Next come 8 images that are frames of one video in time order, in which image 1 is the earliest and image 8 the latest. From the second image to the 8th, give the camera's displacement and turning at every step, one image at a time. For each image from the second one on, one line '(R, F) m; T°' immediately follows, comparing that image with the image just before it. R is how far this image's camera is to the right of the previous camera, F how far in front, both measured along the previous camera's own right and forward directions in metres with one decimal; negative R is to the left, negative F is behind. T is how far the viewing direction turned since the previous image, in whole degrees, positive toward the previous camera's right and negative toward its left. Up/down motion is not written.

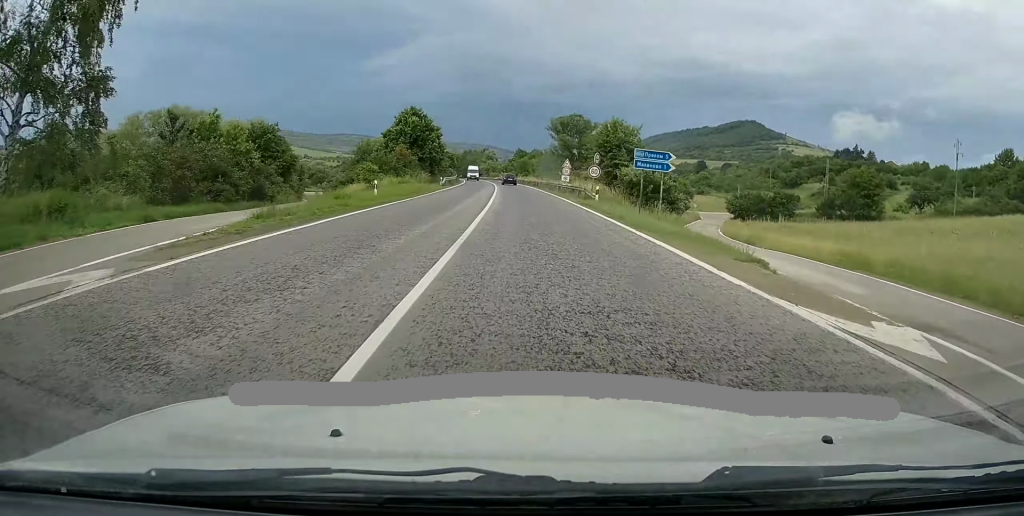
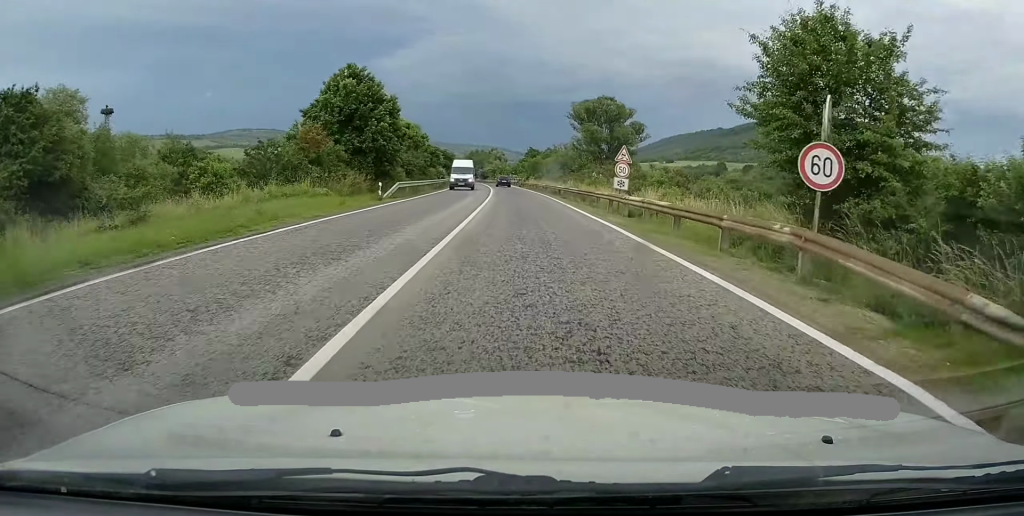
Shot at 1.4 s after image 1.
(-0.1, +27.8) m; -2°
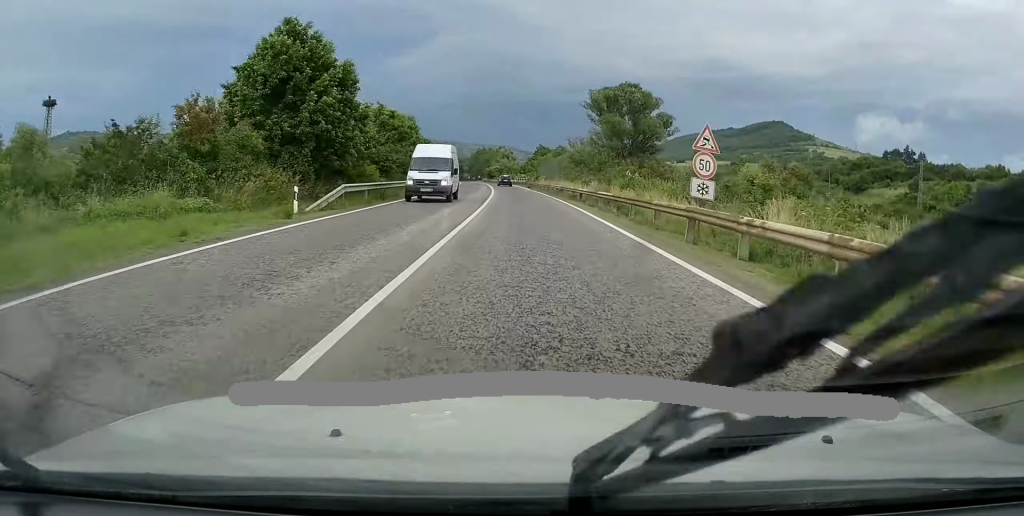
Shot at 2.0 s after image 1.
(-0.3, +12.2) m; -1°
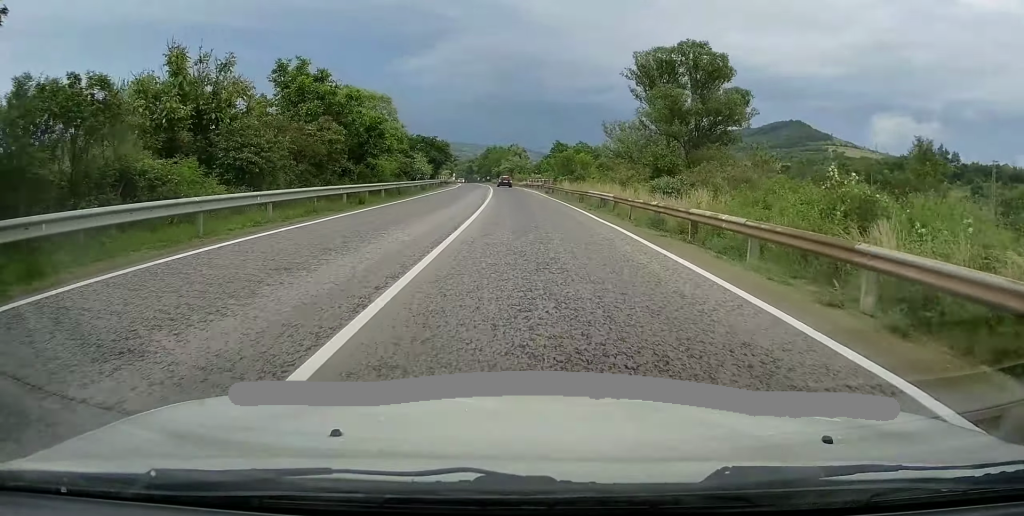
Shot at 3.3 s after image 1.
(-0.2, +23.3) m; -1°
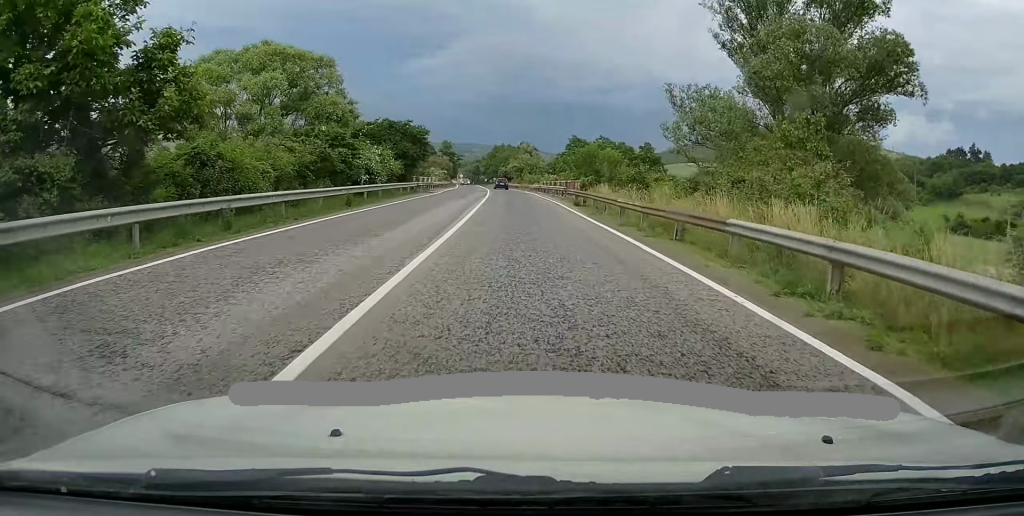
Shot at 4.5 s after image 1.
(-0.1, +22.1) m; -1°
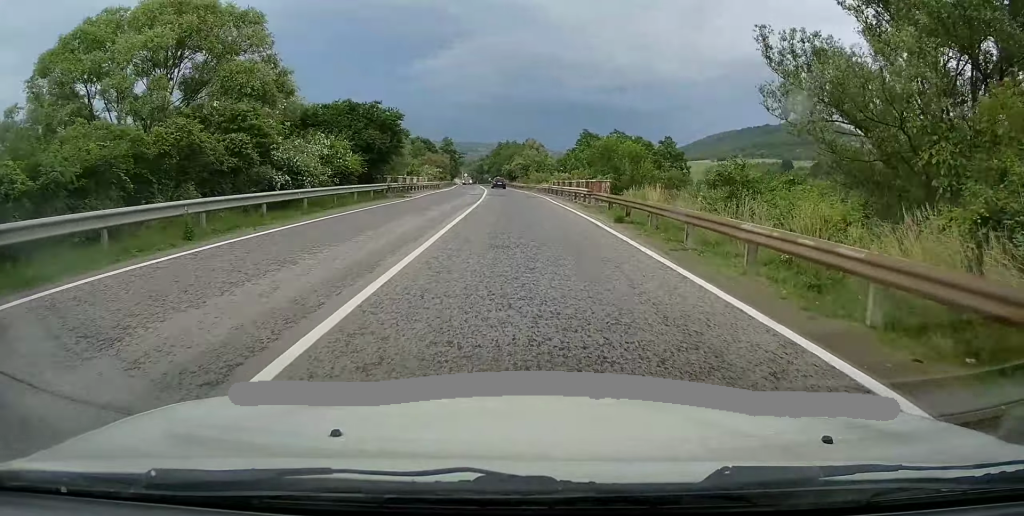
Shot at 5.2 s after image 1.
(0.0, +12.7) m; -1°
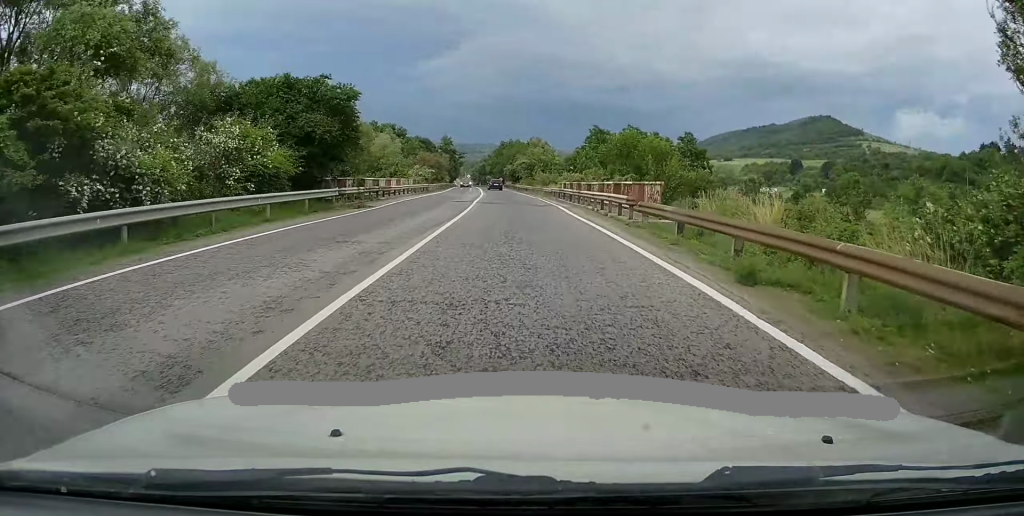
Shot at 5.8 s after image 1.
(-0.2, +10.8) m; -1°
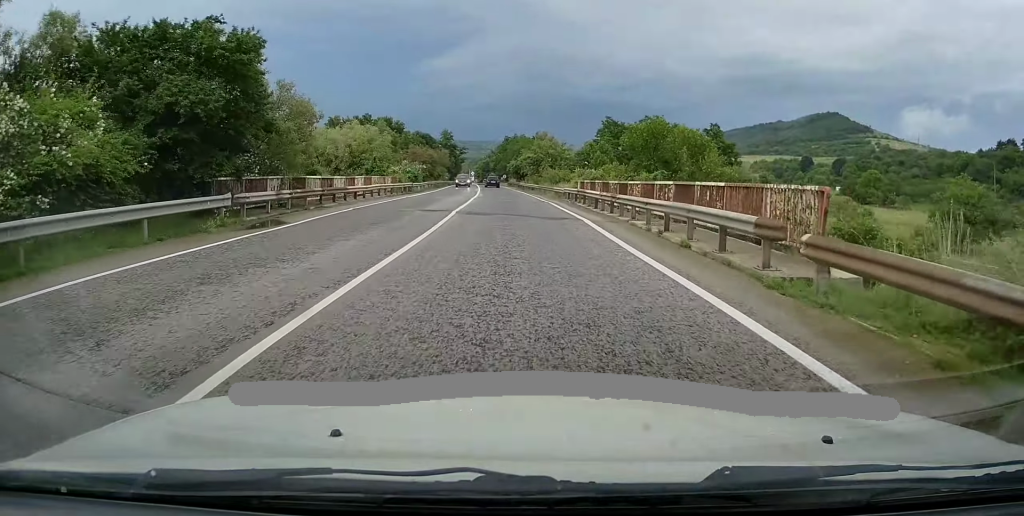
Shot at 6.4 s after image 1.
(-0.2, +10.8) m; -1°
